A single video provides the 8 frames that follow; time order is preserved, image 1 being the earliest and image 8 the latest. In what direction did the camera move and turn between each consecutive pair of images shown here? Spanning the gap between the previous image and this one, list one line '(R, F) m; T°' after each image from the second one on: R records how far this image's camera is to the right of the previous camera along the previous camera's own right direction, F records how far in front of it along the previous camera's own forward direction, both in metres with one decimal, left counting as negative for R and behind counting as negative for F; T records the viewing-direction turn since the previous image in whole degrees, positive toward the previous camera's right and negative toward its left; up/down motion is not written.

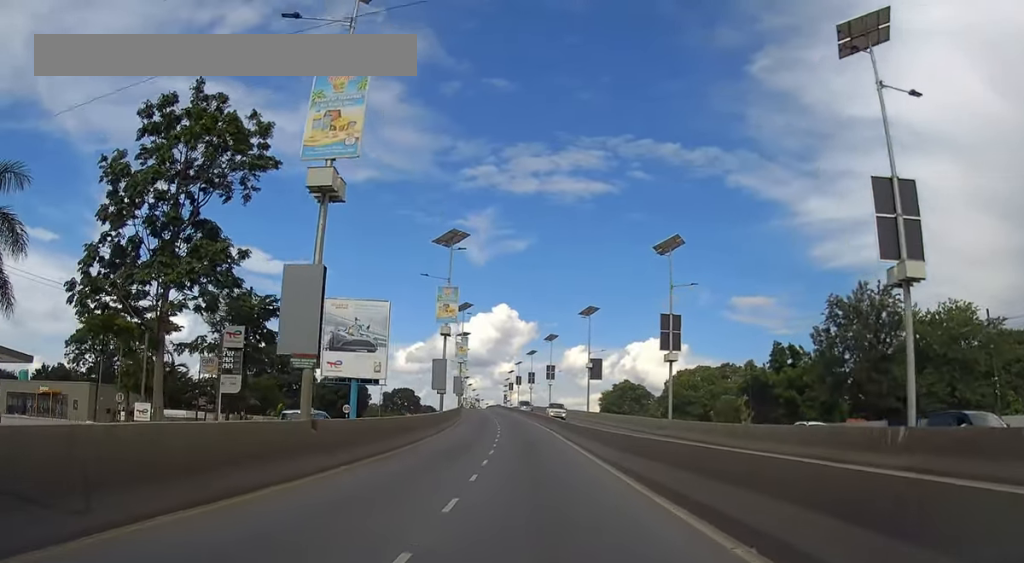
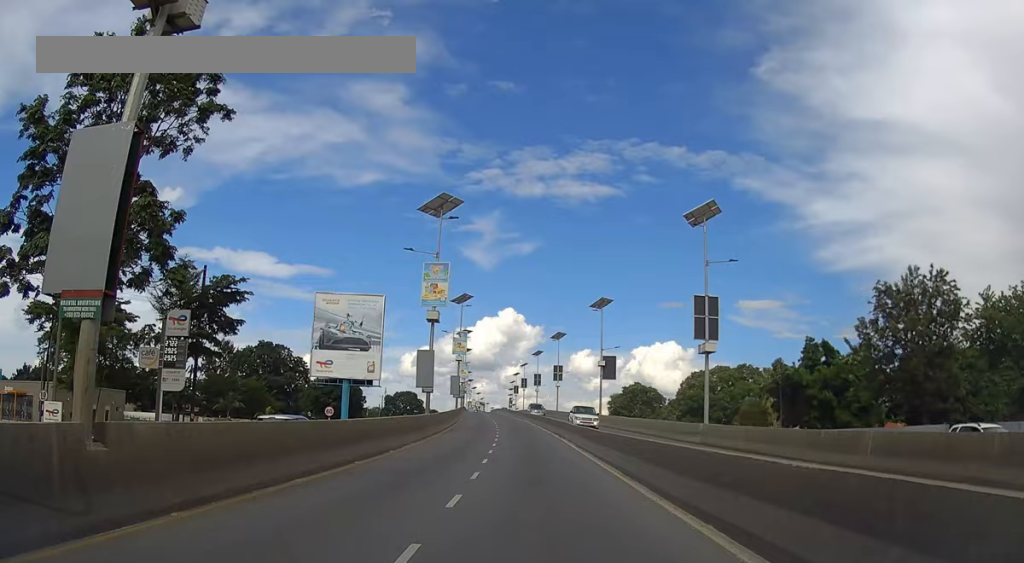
(-0.1, +8.3) m; -1°
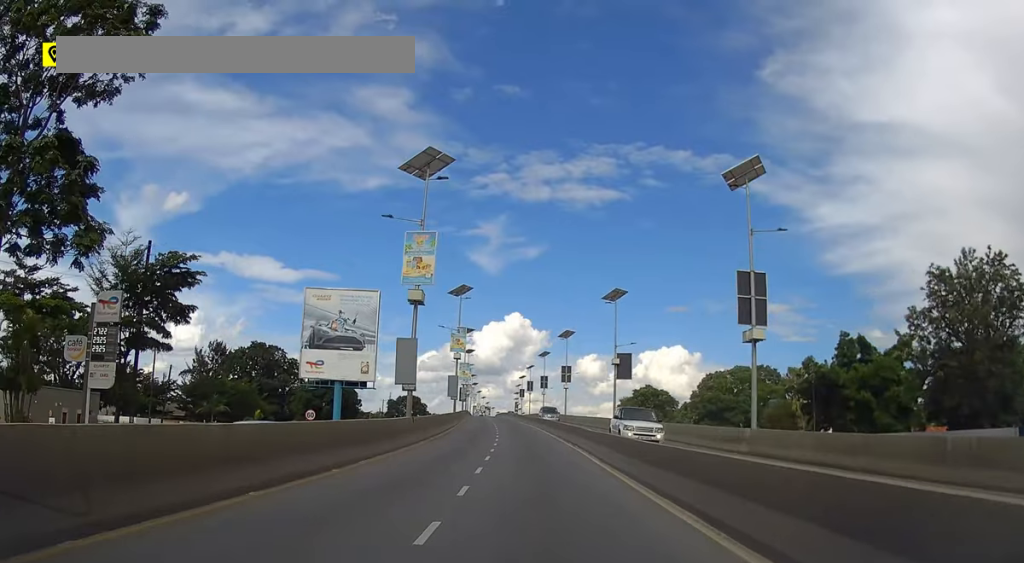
(-0.1, +7.3) m; 0°
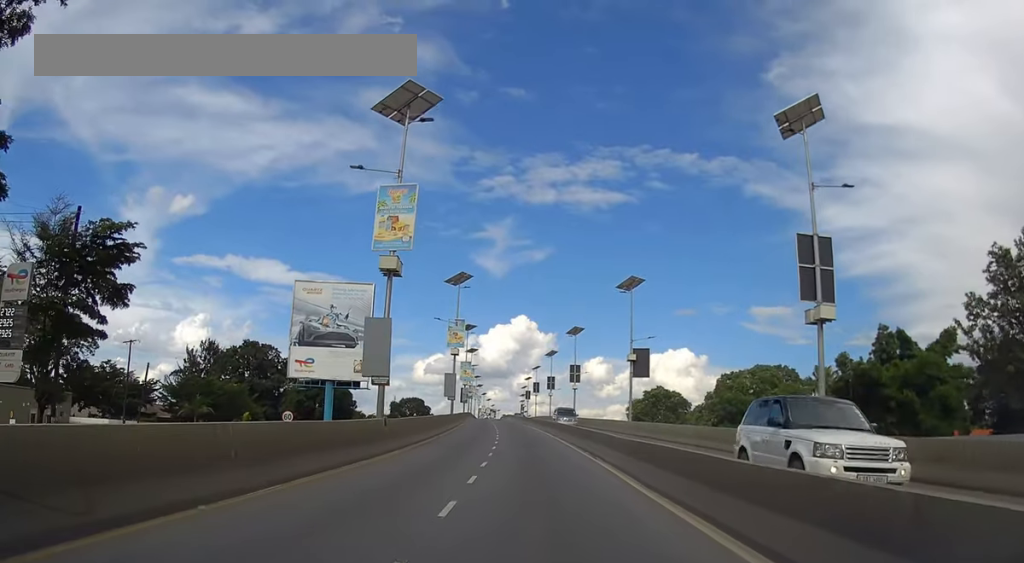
(0.0, +6.9) m; 0°
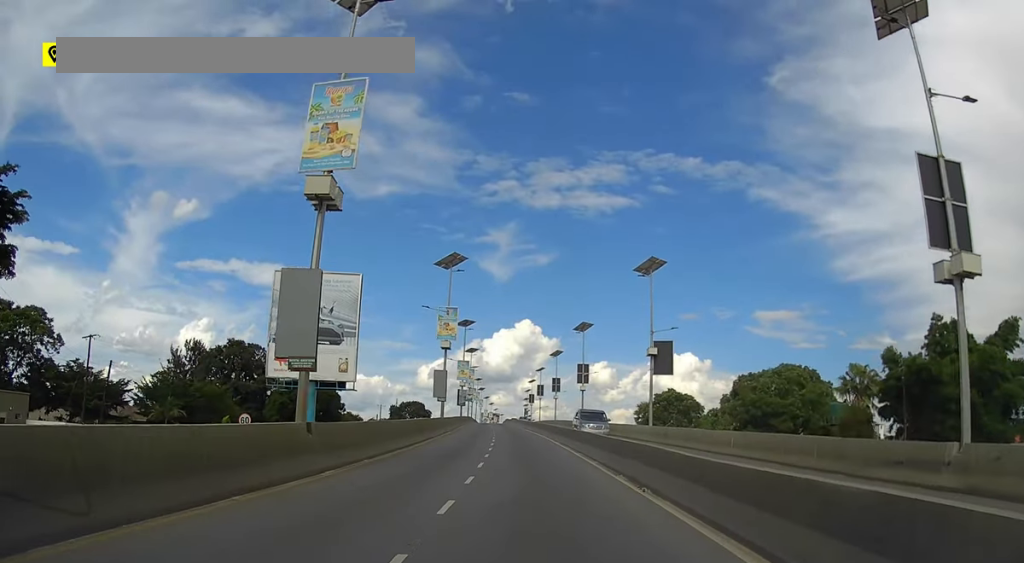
(0.0, +8.6) m; 0°
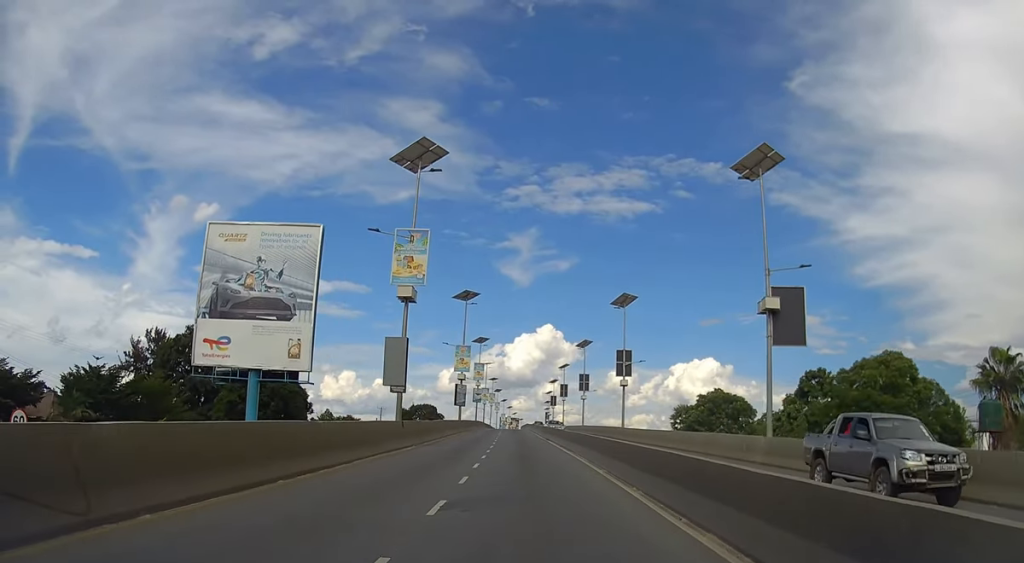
(-0.2, +22.5) m; -1°
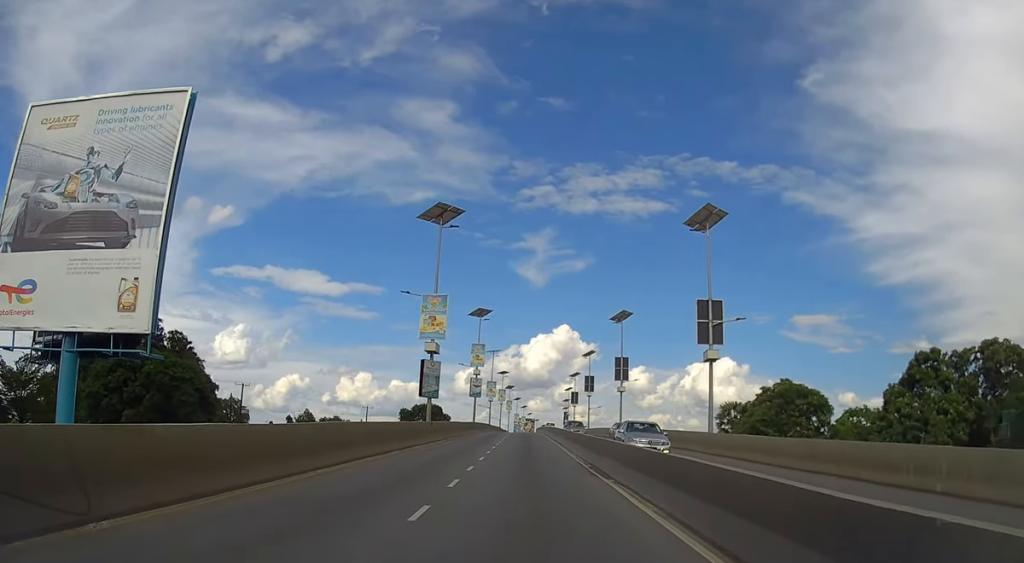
(-0.6, +27.5) m; -2°
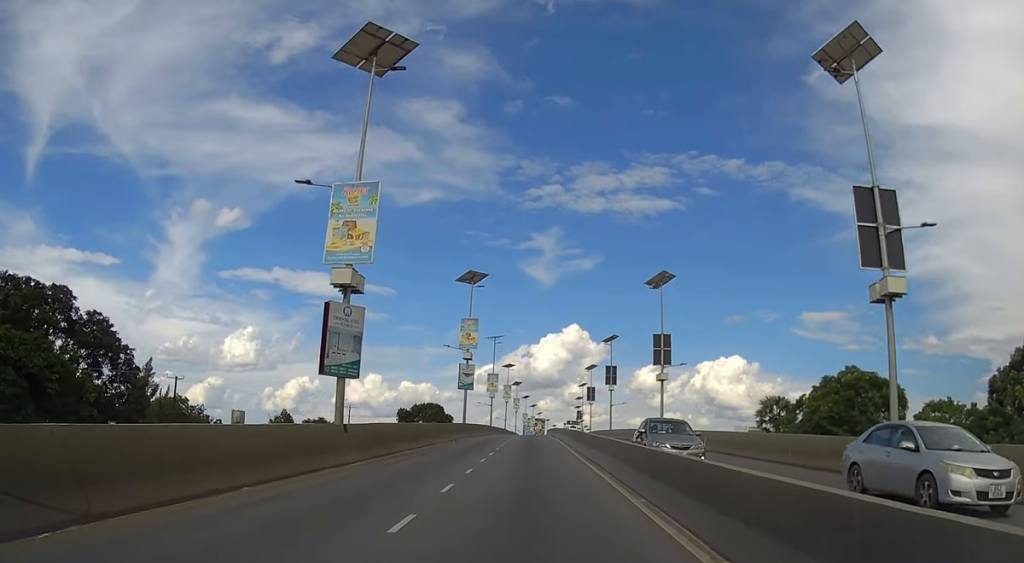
(0.0, +19.1) m; -1°
